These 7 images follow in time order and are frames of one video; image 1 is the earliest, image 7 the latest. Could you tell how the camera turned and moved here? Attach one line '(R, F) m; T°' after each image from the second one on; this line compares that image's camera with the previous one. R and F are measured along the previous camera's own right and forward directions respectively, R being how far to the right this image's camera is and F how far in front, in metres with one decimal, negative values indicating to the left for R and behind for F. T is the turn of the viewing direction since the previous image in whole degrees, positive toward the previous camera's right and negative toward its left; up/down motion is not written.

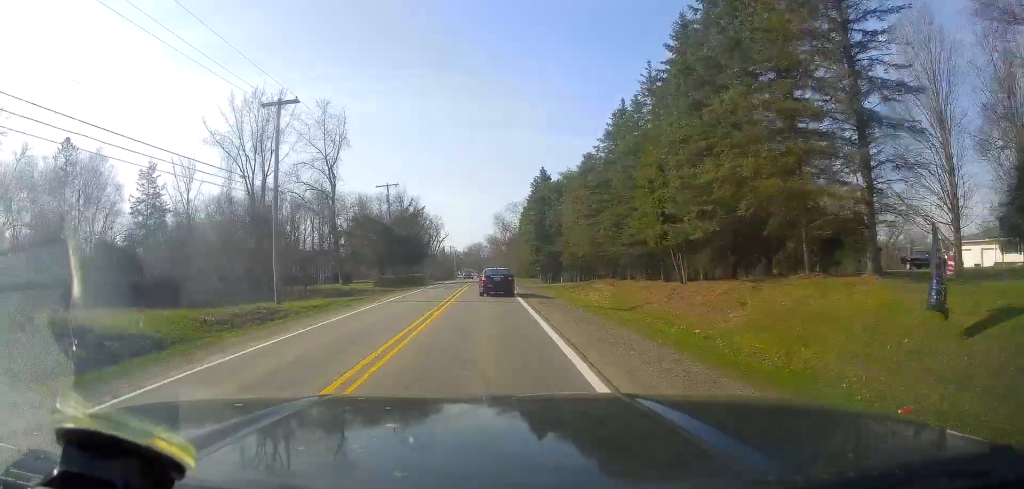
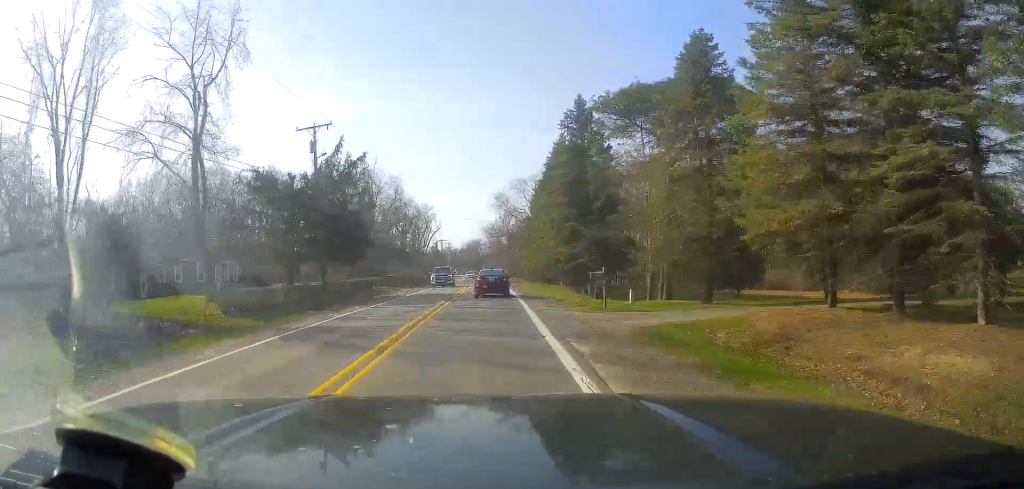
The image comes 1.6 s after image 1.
(-0.7, +30.2) m; 0°
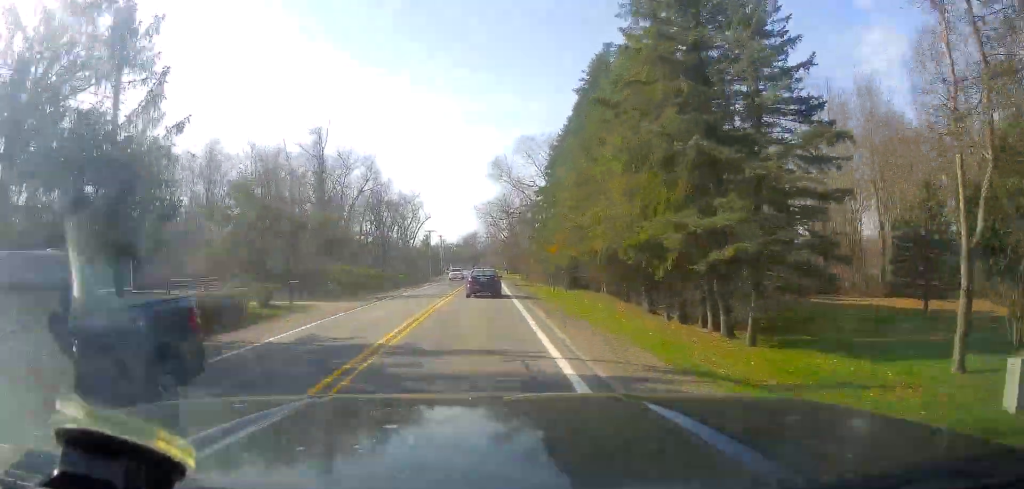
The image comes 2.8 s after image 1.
(+0.6, +24.4) m; +2°
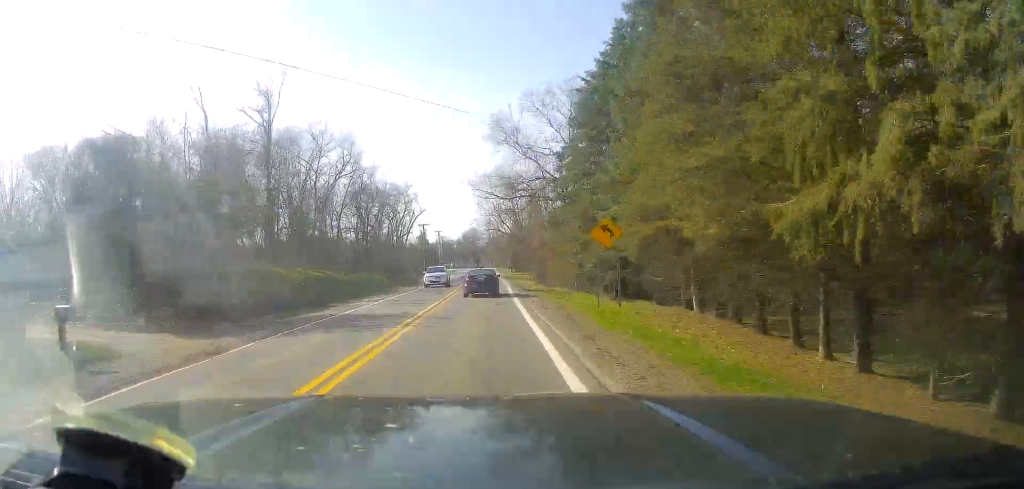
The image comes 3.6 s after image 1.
(+0.1, +15.8) m; -1°
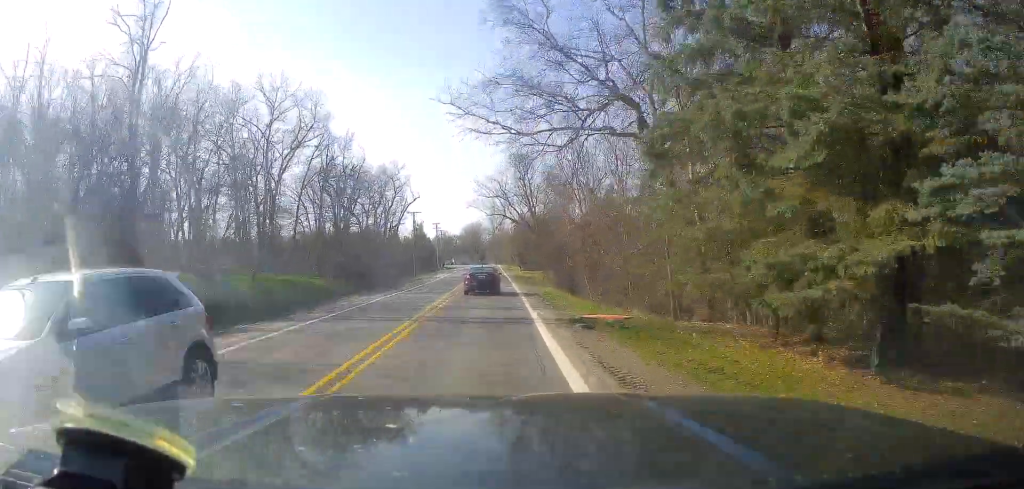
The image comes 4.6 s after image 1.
(-0.4, +20.2) m; -2°
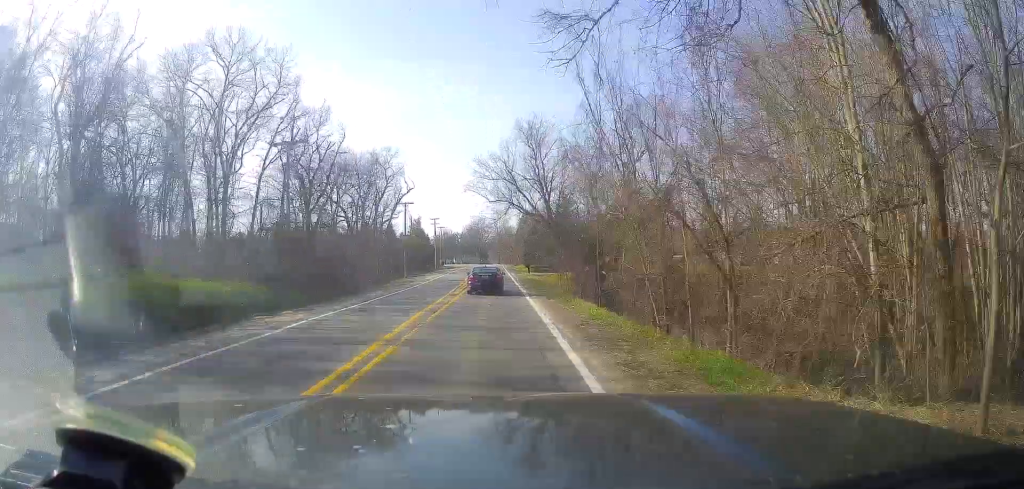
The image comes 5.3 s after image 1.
(-0.3, +12.9) m; -1°
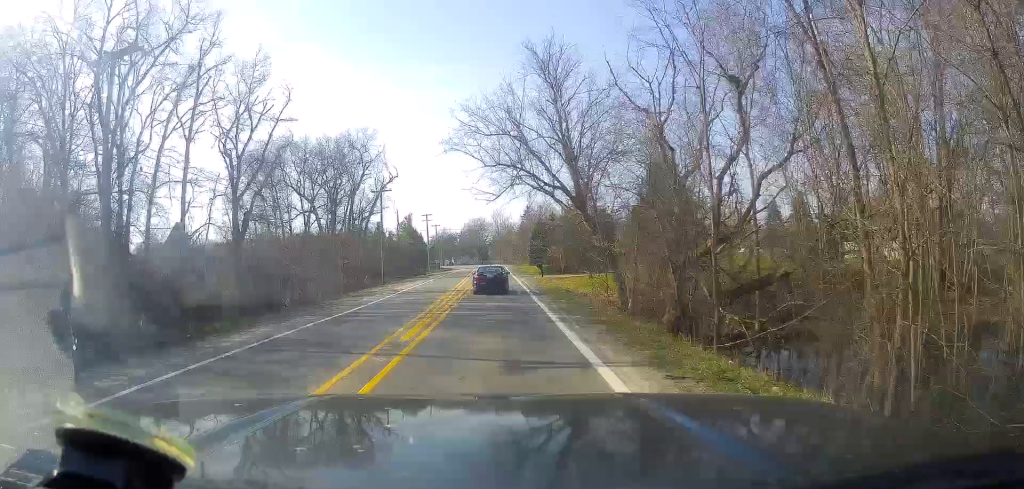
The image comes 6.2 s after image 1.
(0.0, +17.9) m; +2°
